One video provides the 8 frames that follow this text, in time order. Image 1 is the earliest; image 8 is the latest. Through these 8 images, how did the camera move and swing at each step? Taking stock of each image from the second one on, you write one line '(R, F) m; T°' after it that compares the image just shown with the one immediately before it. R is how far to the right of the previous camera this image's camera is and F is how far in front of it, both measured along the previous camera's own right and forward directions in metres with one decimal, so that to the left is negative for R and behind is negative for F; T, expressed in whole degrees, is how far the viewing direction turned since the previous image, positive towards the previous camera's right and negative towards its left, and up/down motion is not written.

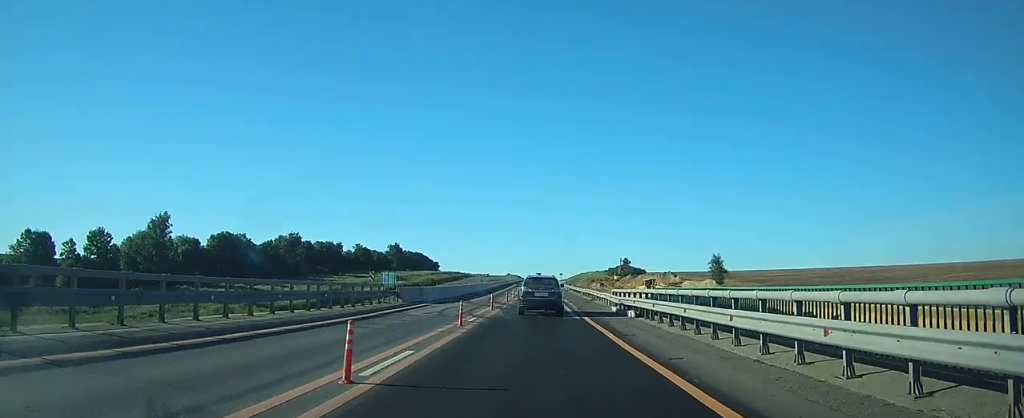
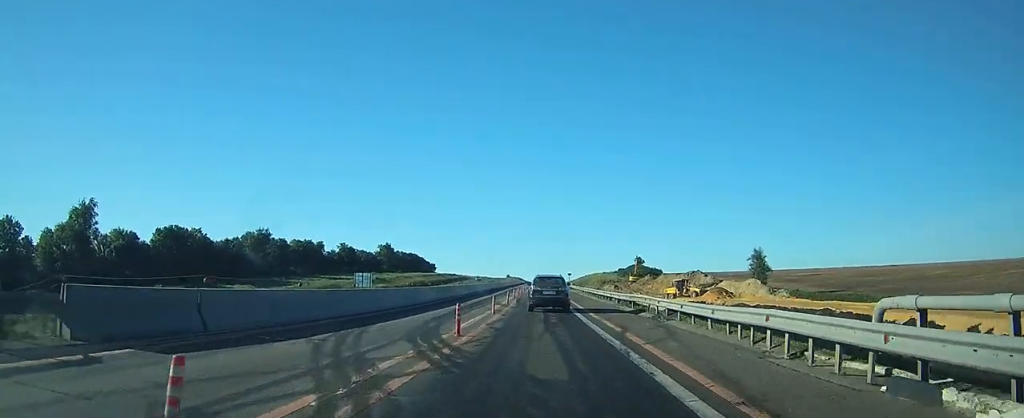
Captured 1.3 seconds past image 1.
(-0.1, +24.7) m; 0°
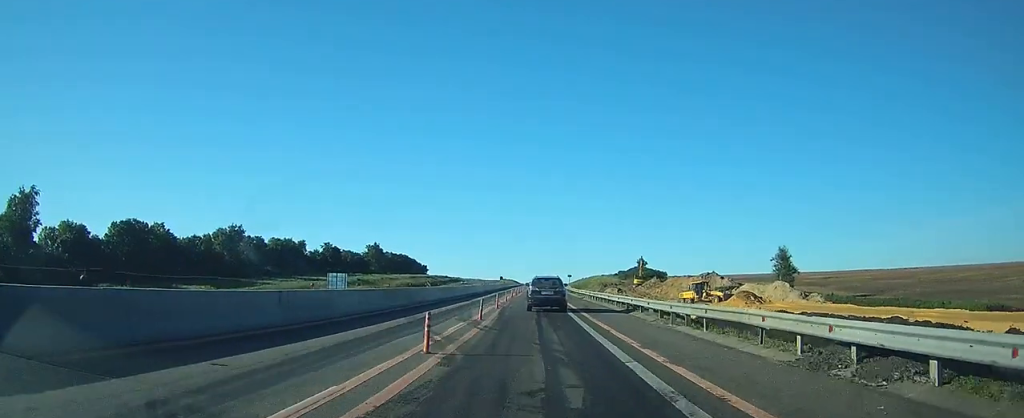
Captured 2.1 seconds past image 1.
(0.0, +13.6) m; 0°
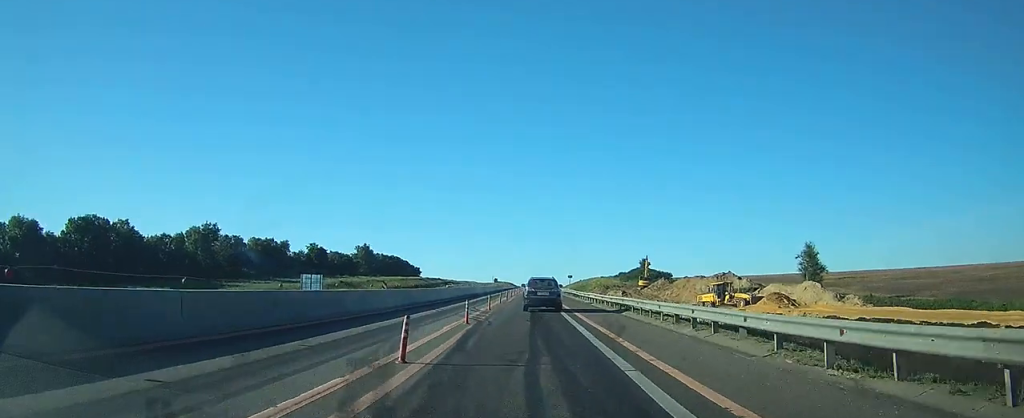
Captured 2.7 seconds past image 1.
(0.0, +11.2) m; 0°
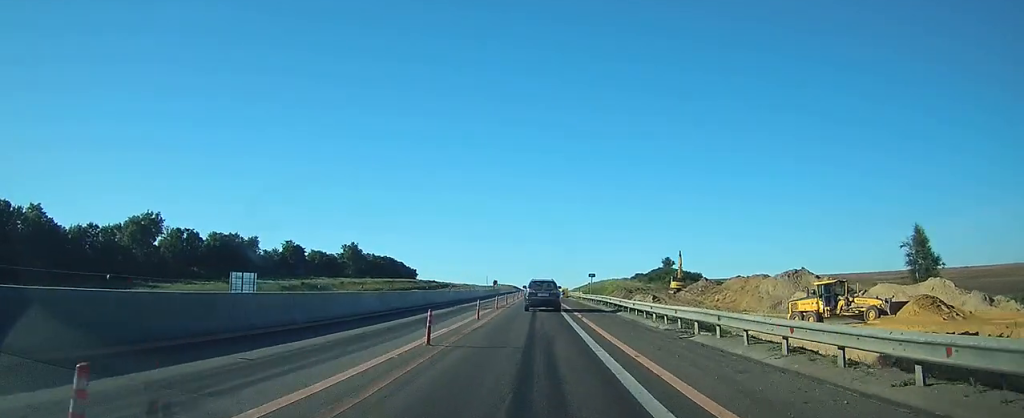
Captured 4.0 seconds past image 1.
(+0.1, +26.0) m; 0°
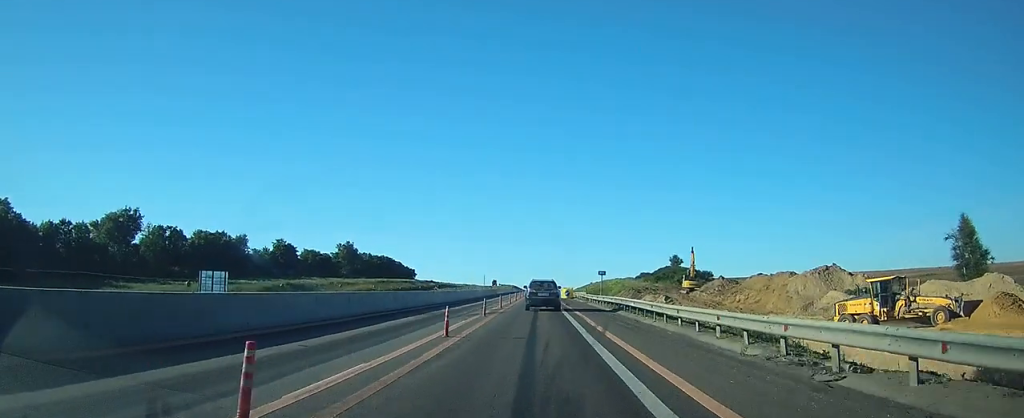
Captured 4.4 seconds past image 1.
(0.0, +7.7) m; 0°
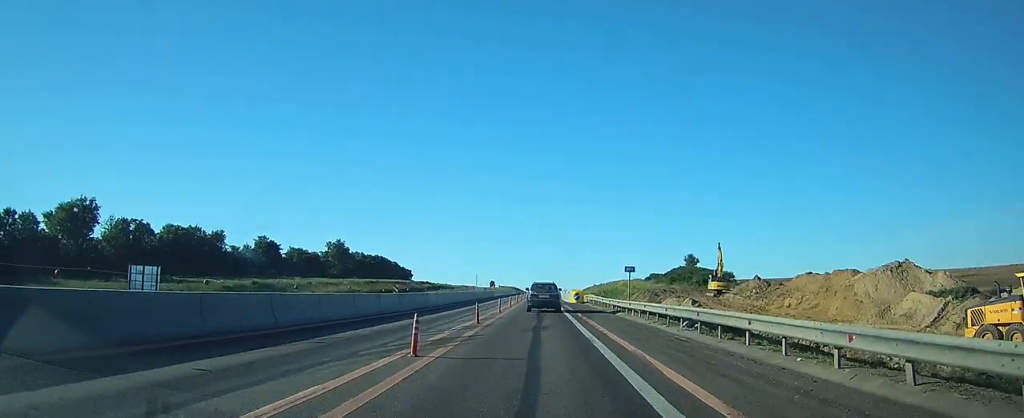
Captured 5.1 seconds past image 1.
(0.0, +13.7) m; 0°
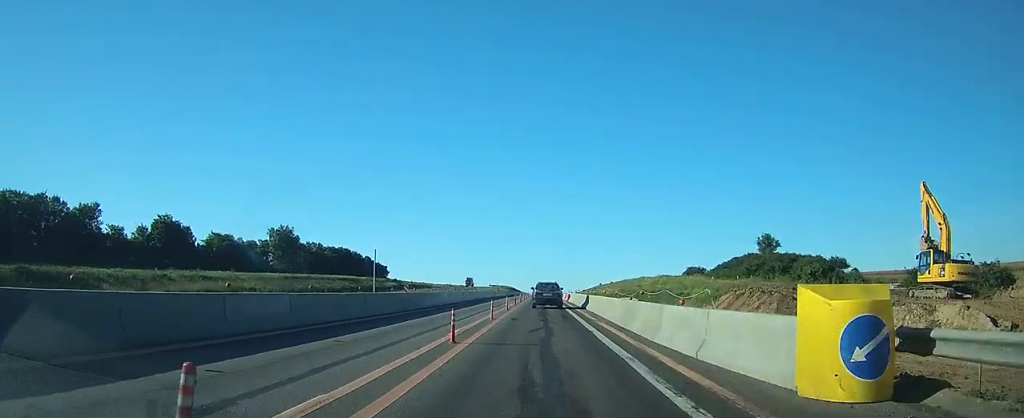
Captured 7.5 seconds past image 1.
(-0.1, +48.1) m; 0°
